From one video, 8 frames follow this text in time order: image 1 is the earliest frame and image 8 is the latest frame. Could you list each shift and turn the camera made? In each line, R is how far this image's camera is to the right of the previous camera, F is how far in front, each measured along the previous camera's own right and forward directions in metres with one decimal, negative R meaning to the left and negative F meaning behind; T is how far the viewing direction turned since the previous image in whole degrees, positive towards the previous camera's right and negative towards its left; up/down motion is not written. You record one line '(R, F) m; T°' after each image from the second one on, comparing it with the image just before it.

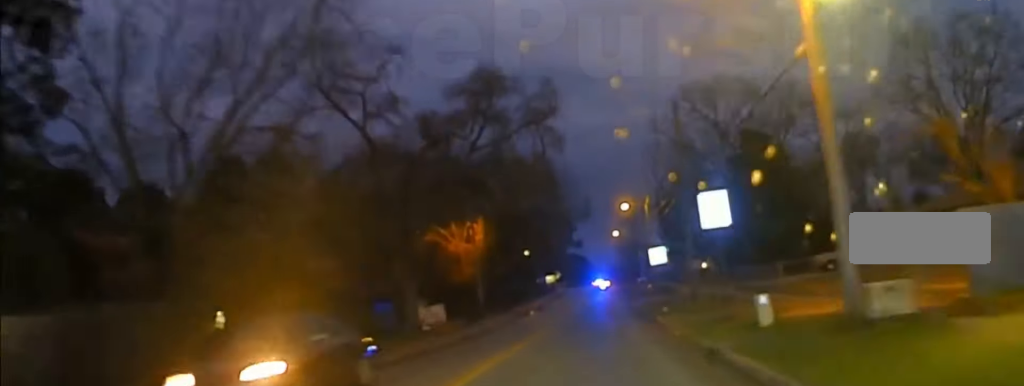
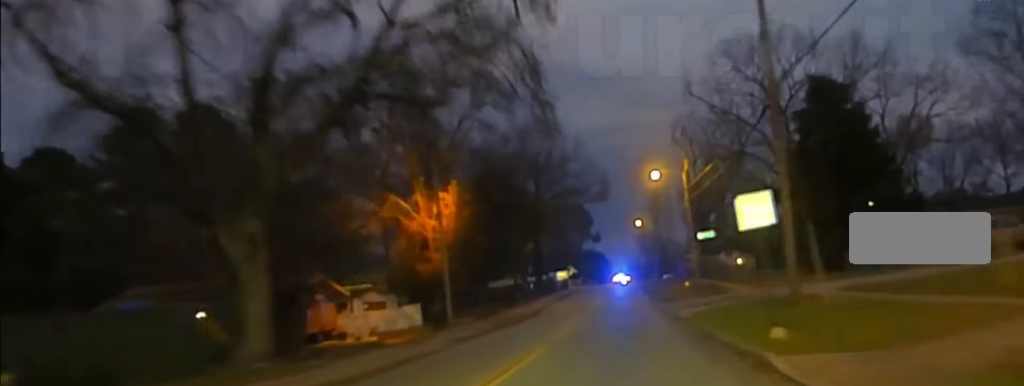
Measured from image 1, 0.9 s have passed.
(-0.3, +23.3) m; -1°
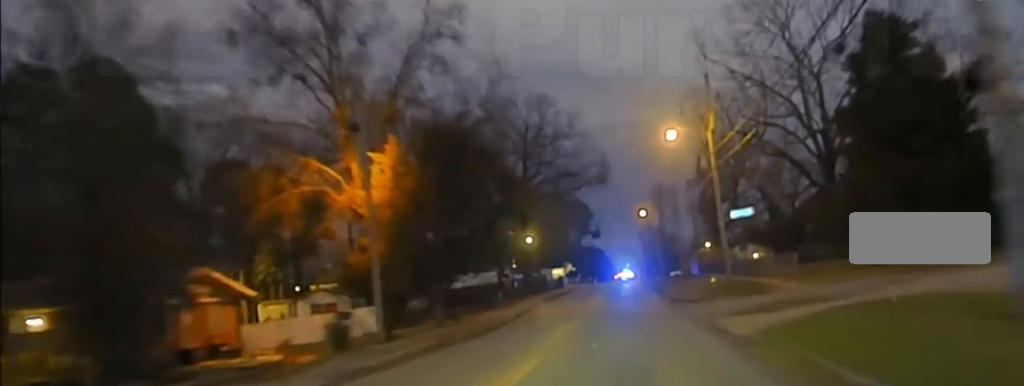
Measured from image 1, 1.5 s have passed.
(+0.1, +17.1) m; 0°
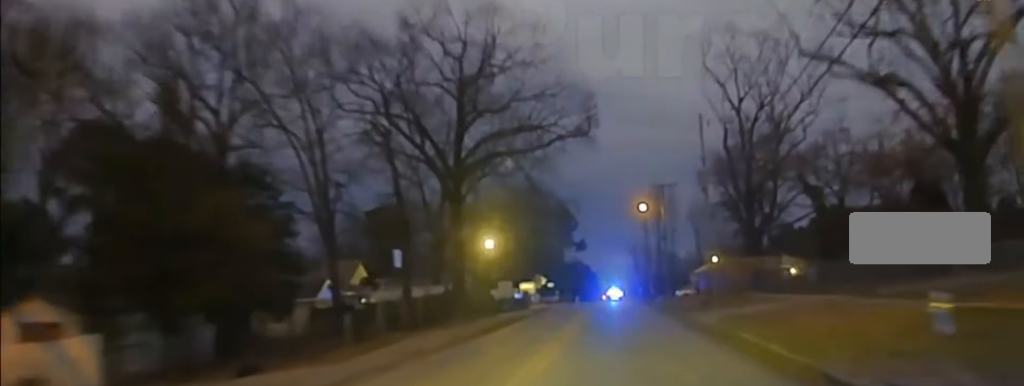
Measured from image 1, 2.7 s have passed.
(+0.1, +37.9) m; 0°
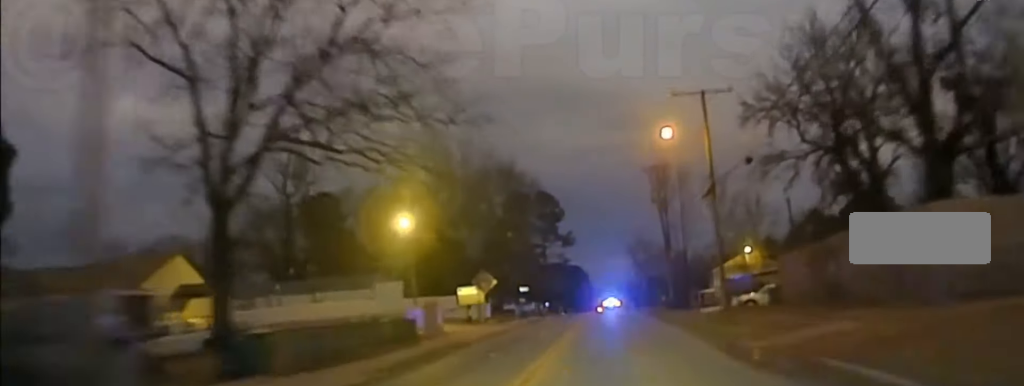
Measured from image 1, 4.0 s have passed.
(+0.1, +36.9) m; 0°
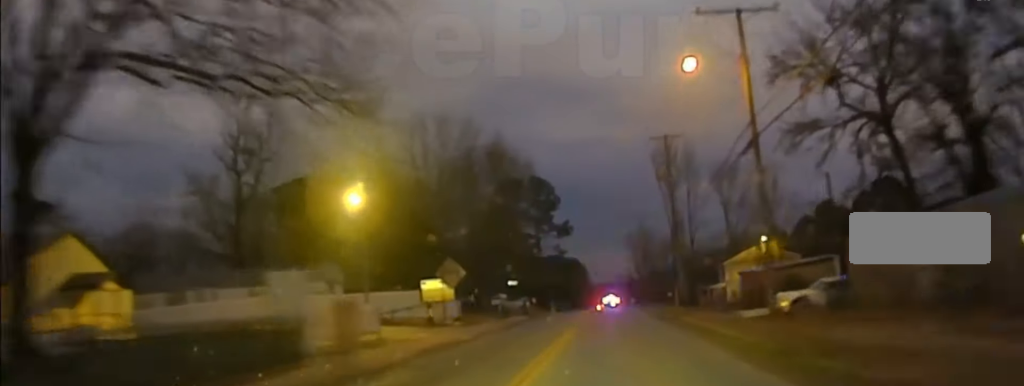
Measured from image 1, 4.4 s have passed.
(0.0, +10.7) m; 0°
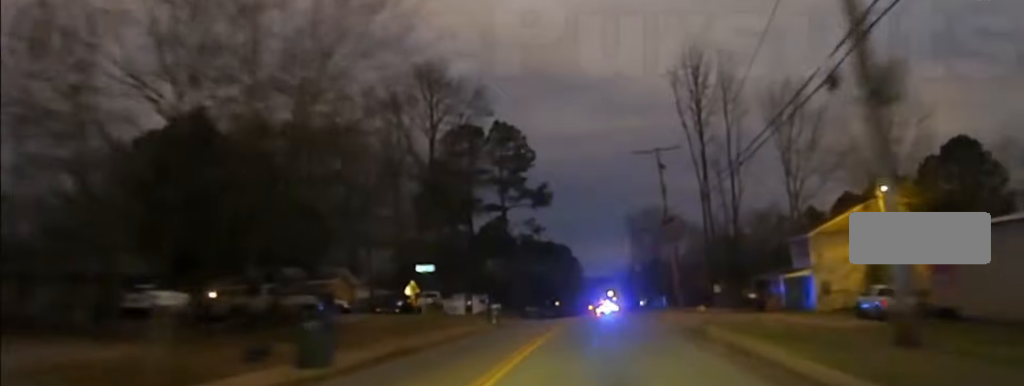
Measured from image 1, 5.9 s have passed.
(-0.1, +39.9) m; -1°
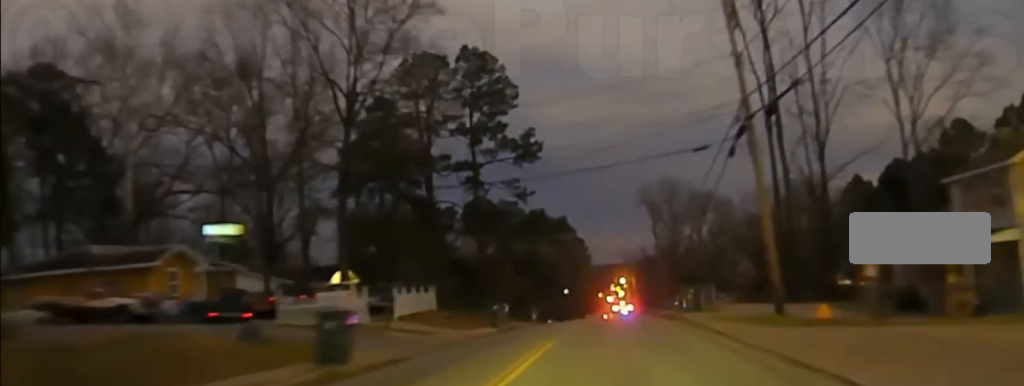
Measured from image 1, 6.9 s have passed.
(-0.3, +29.1) m; -1°
